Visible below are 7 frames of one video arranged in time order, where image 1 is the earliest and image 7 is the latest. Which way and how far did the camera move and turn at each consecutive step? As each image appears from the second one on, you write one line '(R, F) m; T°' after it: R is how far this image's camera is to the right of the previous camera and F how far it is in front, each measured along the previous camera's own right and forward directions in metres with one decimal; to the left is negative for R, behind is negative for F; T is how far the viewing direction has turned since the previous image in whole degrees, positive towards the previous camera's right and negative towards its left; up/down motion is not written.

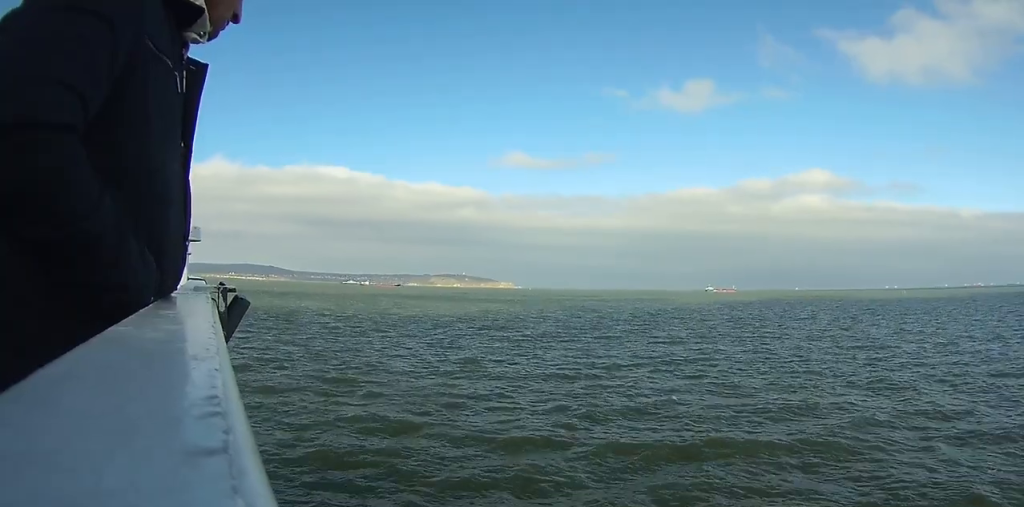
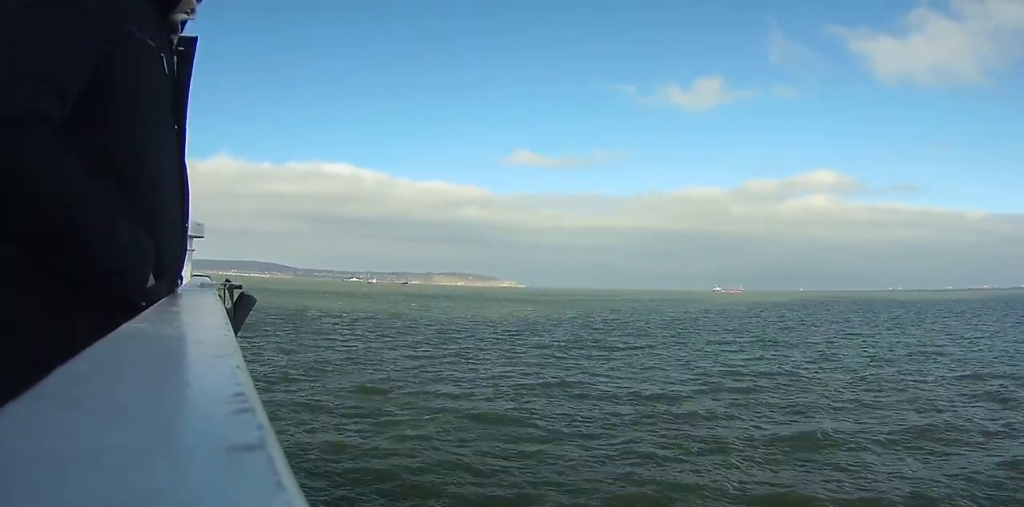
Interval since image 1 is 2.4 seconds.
(-0.3, +9.5) m; -2°
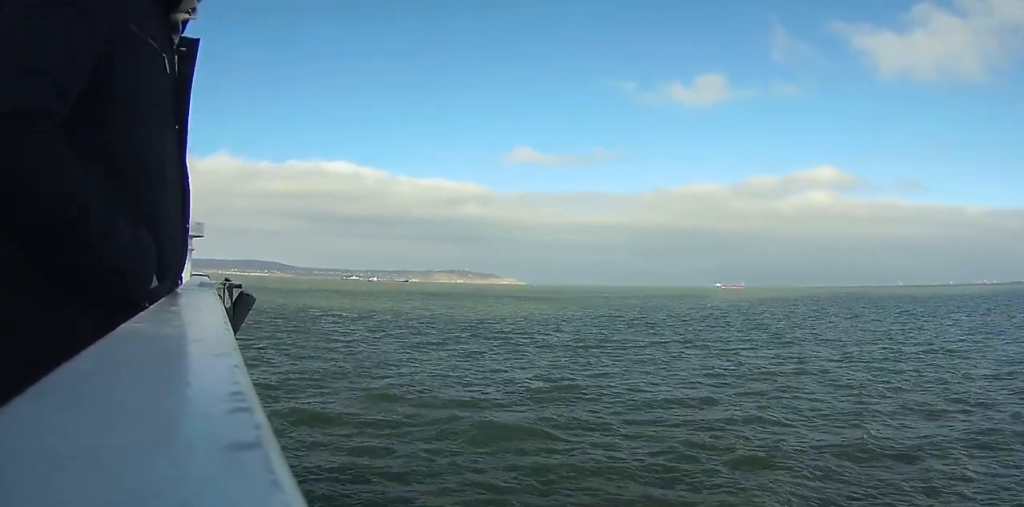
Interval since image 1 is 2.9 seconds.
(0.0, +2.0) m; 0°
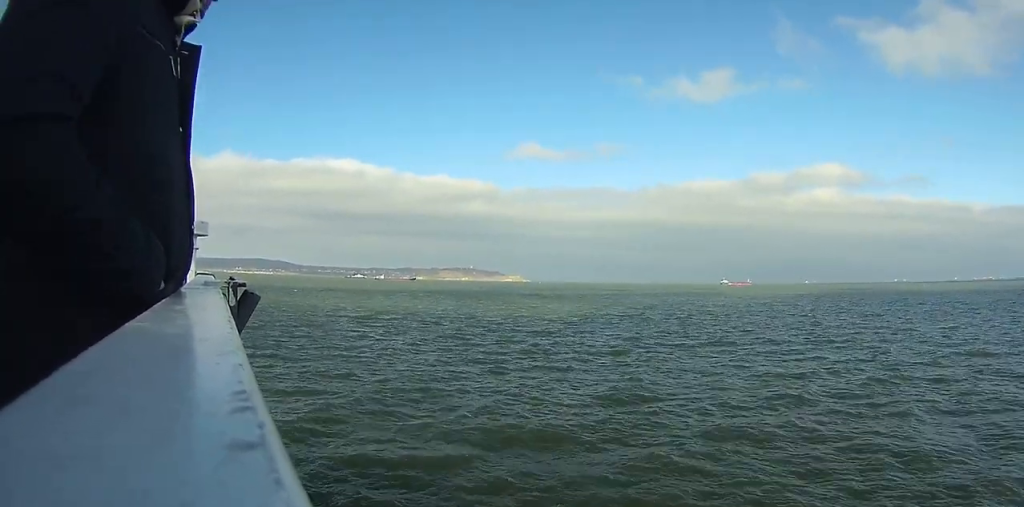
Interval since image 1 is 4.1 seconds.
(0.0, +5.0) m; 0°
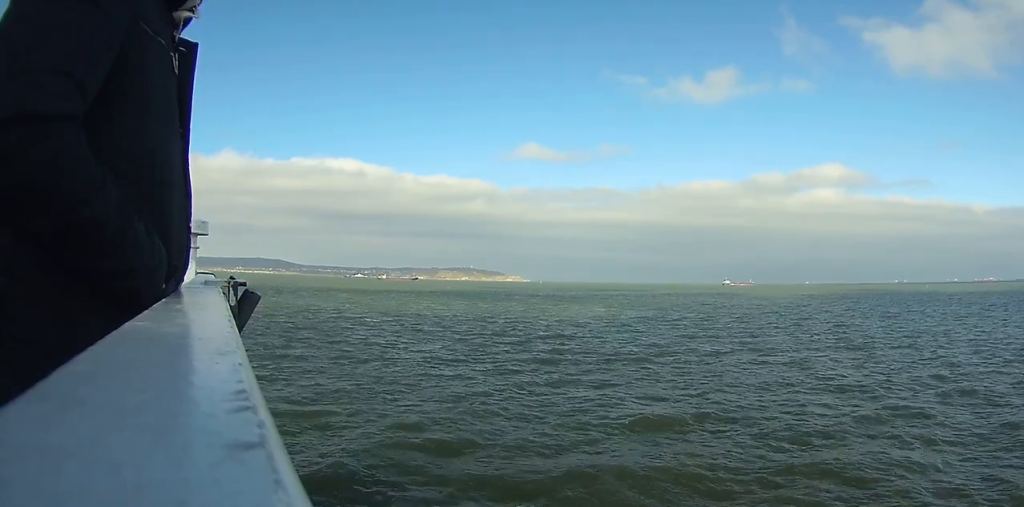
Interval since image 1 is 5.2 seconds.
(0.0, +4.0) m; +1°
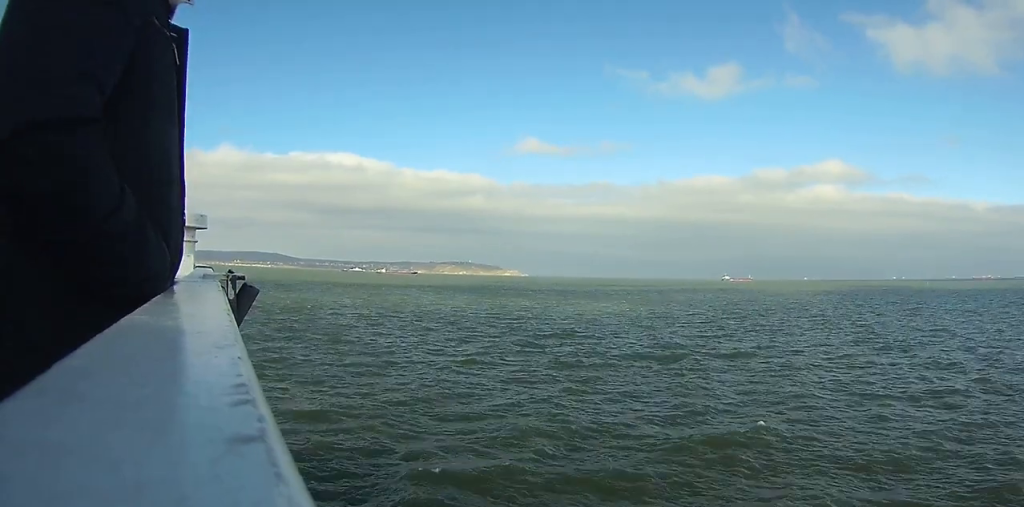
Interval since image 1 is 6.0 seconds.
(+0.1, +3.4) m; +2°
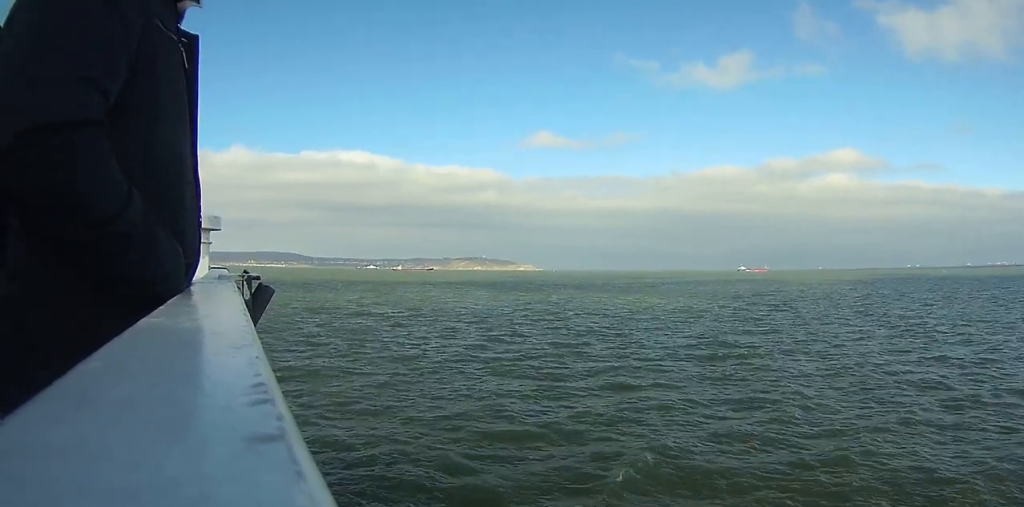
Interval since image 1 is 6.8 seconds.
(+0.1, +3.1) m; +2°
